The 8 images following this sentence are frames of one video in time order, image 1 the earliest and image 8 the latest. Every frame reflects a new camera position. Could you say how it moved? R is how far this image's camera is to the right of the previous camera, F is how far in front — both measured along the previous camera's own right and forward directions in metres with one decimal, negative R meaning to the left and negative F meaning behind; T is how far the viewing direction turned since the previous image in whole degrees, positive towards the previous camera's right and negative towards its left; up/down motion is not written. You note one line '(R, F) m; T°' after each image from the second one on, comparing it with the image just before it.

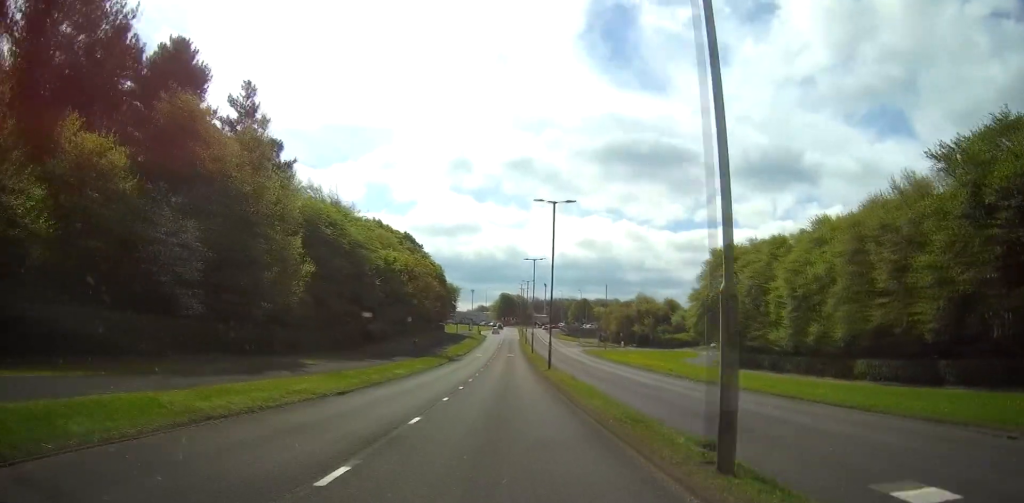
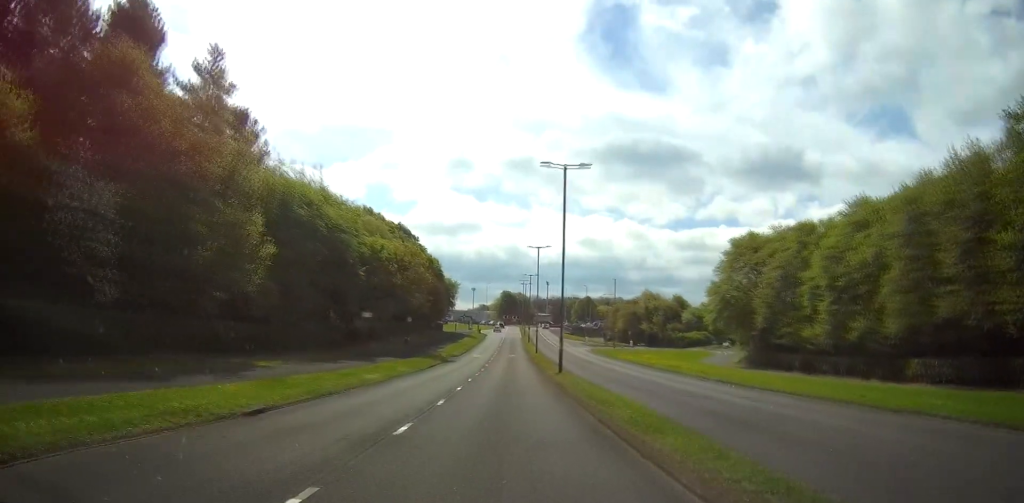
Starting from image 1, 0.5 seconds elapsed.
(0.0, +7.5) m; 0°
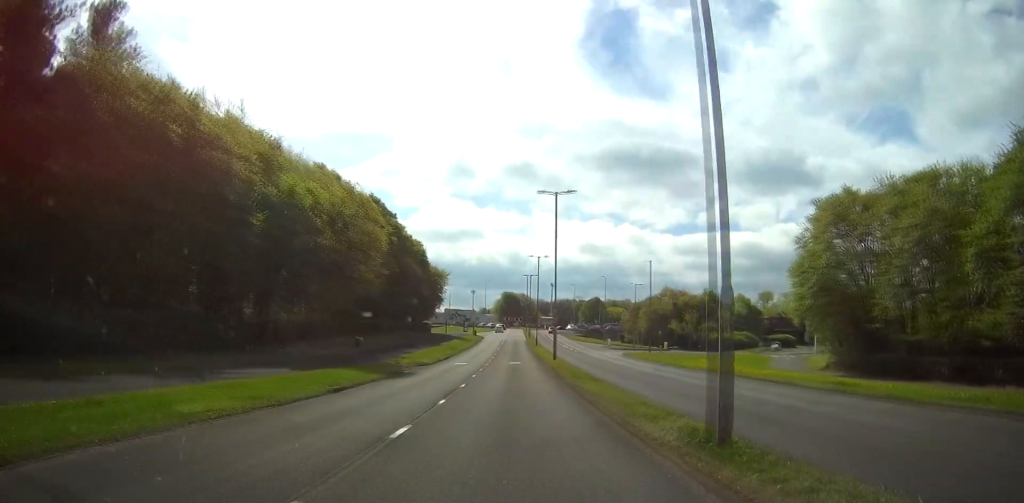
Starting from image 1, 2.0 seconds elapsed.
(0.0, +24.4) m; 0°
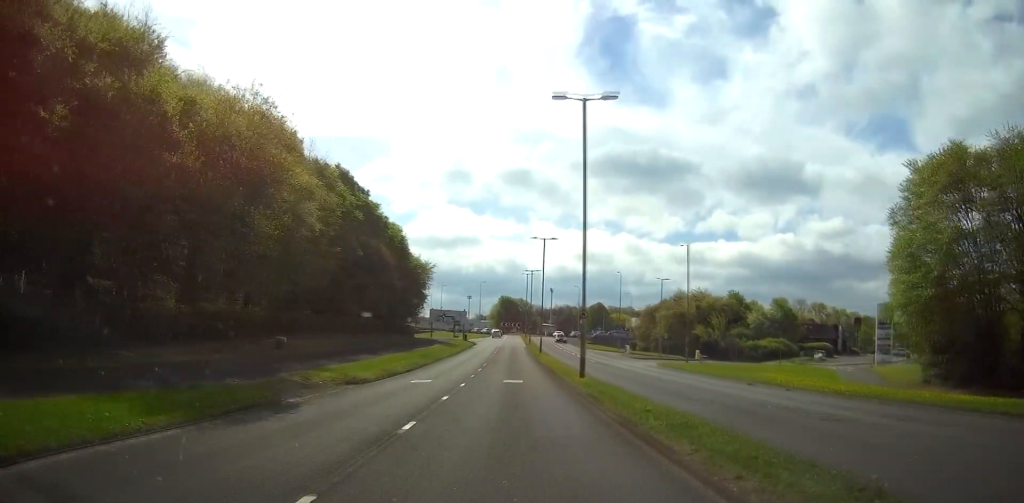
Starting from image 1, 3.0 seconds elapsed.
(0.0, +17.3) m; 0°
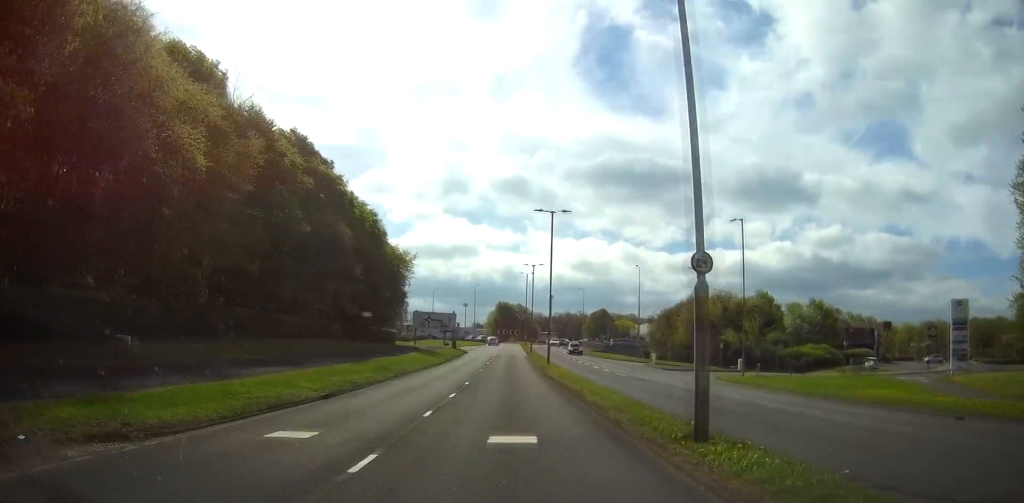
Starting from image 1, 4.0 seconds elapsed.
(0.0, +14.8) m; 0°
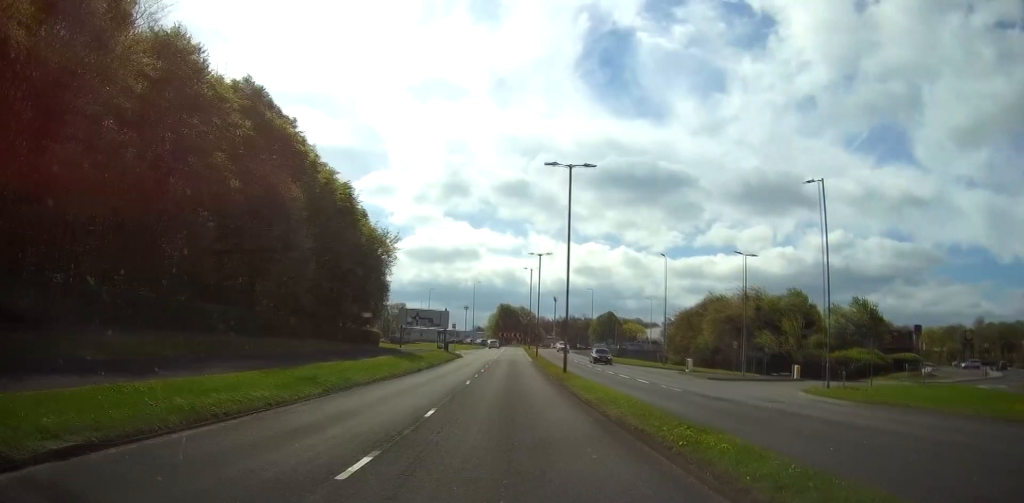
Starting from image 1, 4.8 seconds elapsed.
(-0.1, +12.0) m; 0°
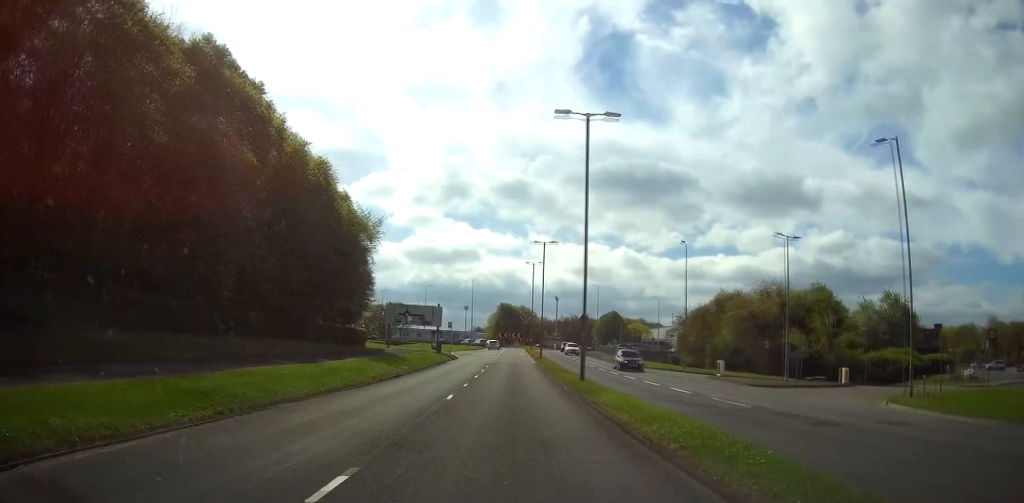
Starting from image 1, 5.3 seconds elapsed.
(0.0, +7.5) m; 0°
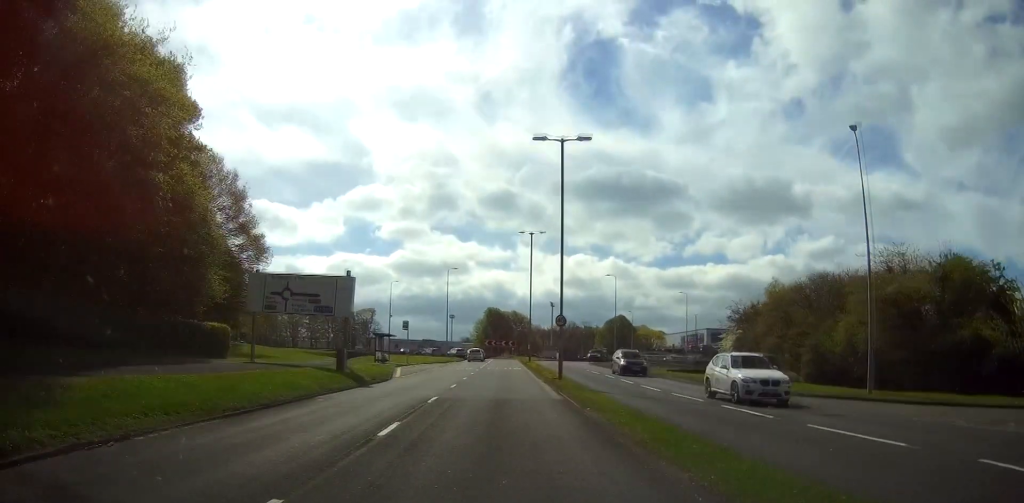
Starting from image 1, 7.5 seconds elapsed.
(+0.4, +31.4) m; +1°
